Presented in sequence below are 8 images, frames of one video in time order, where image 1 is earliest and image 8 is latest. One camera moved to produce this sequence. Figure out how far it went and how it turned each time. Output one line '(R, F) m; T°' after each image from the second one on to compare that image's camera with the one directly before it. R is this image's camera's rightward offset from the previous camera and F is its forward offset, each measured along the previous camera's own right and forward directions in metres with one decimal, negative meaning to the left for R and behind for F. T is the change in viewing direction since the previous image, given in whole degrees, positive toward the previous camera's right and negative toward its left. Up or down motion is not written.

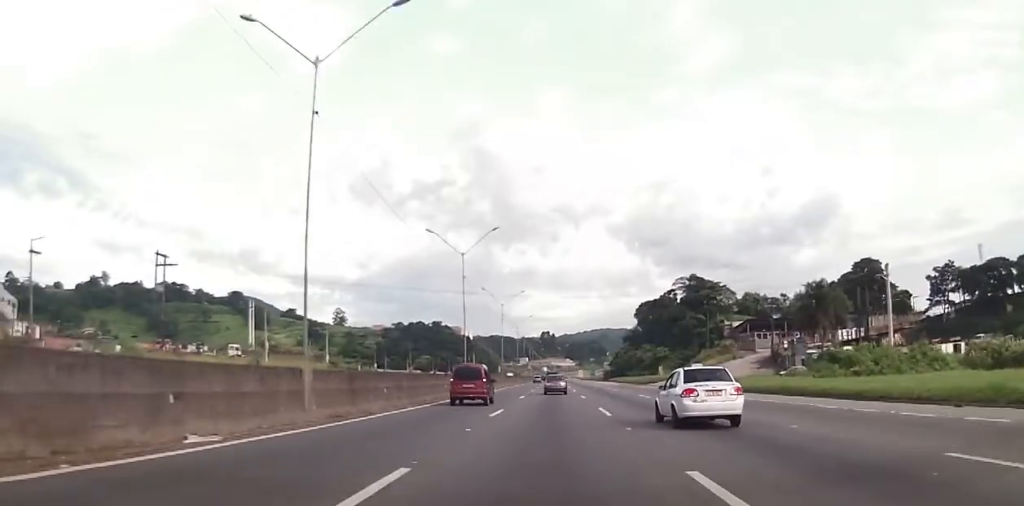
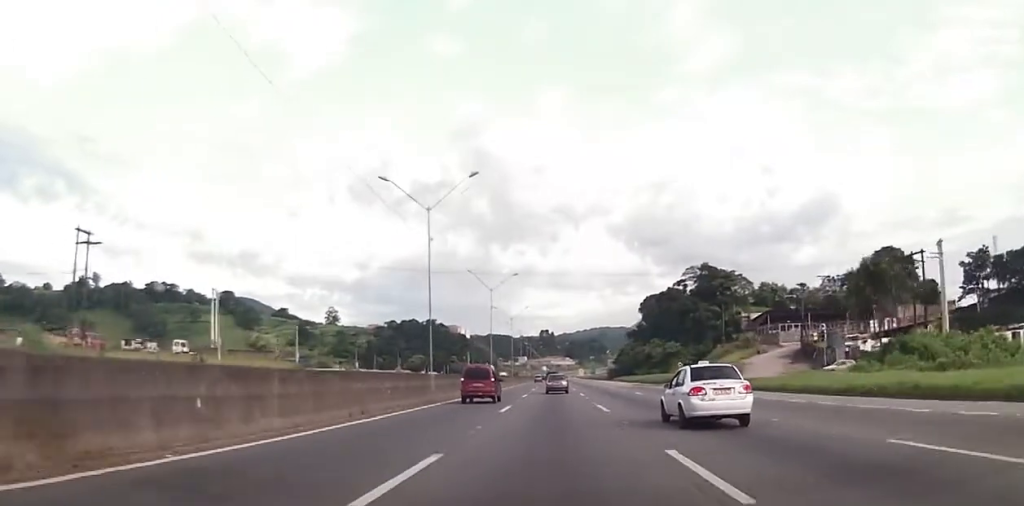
(+0.2, +15.2) m; -1°
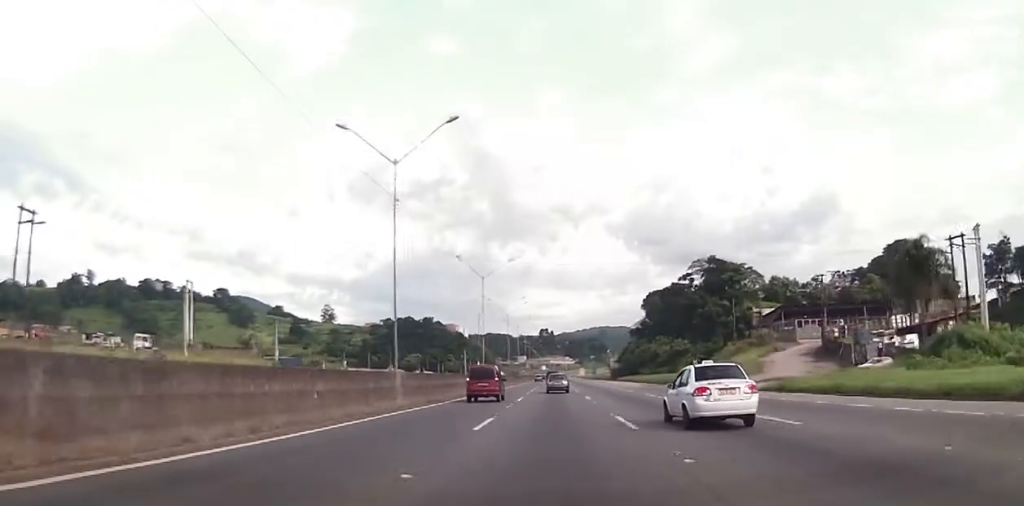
(+0.1, +8.7) m; 0°
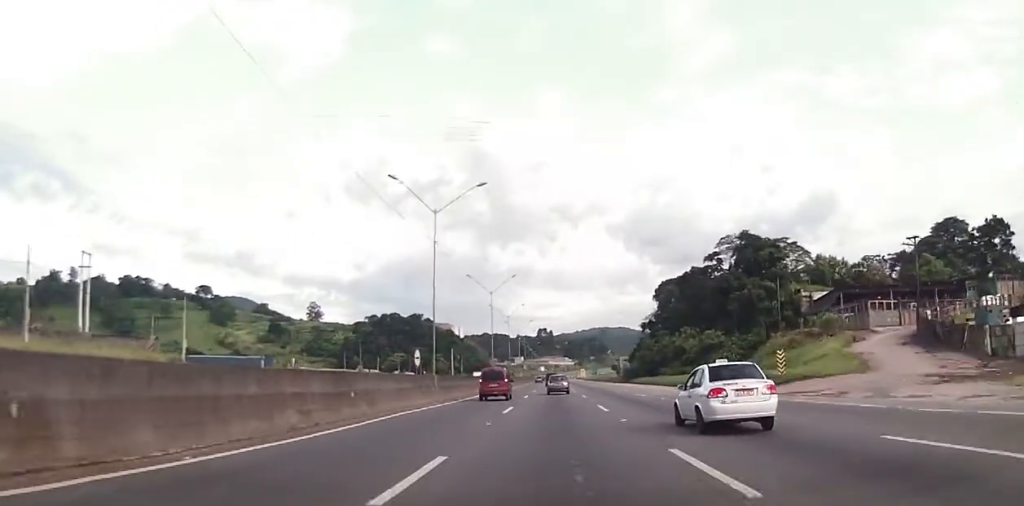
(-0.7, +27.8) m; 0°
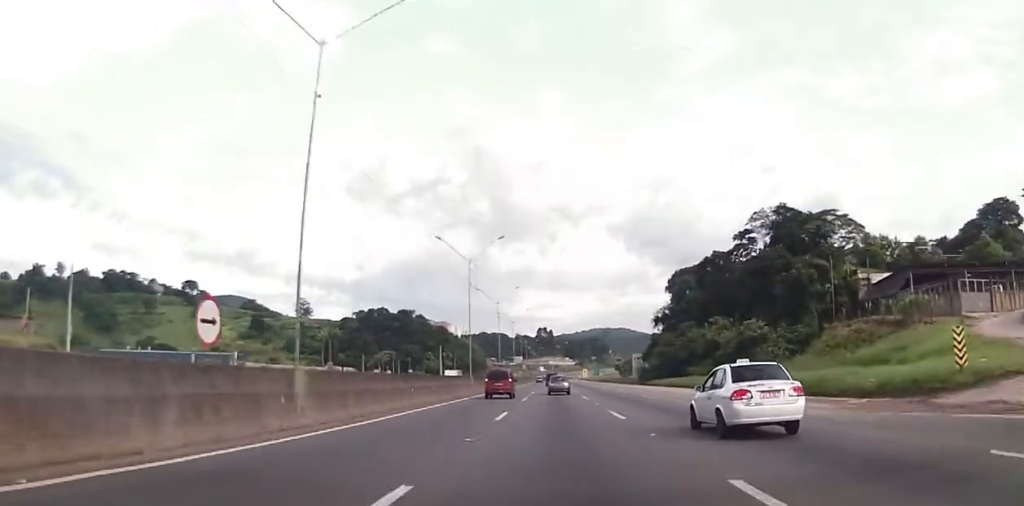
(+0.4, +21.5) m; +1°
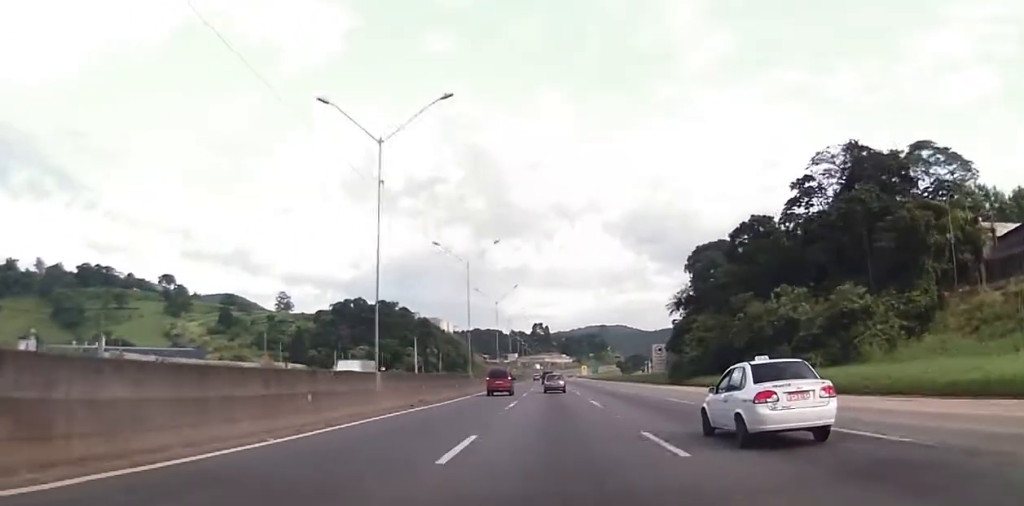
(0.0, +29.3) m; -1°
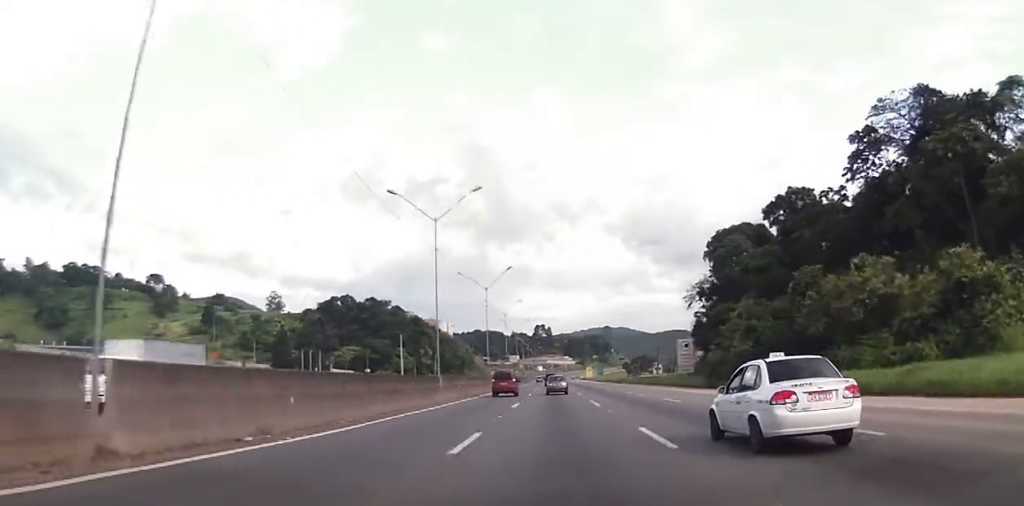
(-0.1, +17.5) m; 0°
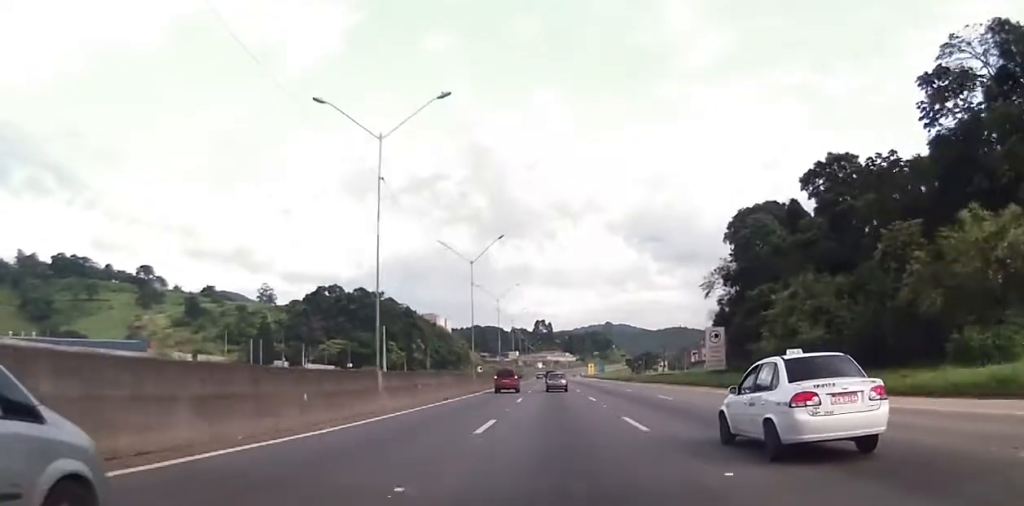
(-0.1, +14.5) m; +1°
